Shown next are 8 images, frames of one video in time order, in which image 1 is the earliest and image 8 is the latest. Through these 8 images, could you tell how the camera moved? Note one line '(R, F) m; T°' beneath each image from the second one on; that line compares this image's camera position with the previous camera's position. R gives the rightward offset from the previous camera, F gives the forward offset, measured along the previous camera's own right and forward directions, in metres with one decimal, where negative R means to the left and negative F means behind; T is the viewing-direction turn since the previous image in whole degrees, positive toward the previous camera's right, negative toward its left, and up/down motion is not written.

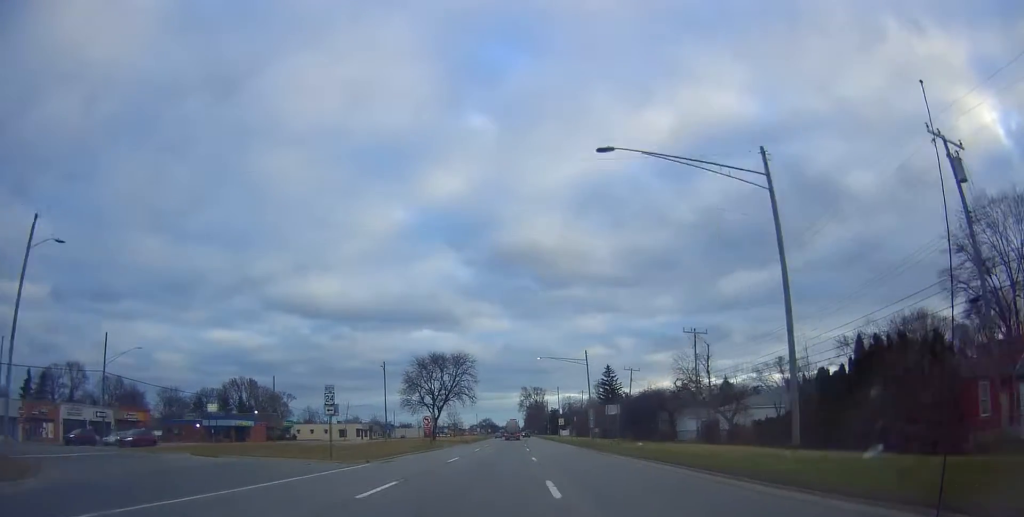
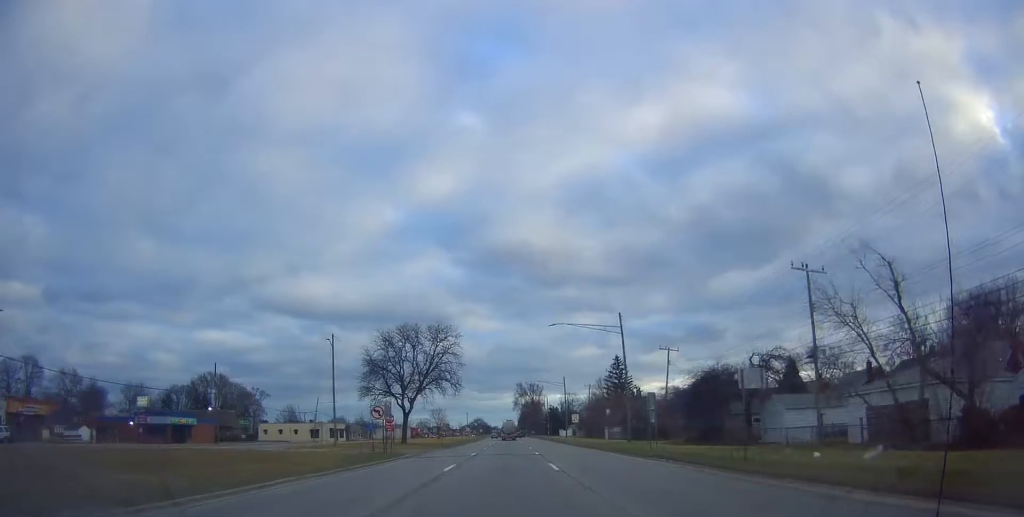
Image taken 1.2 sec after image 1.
(+0.9, +22.4) m; +2°
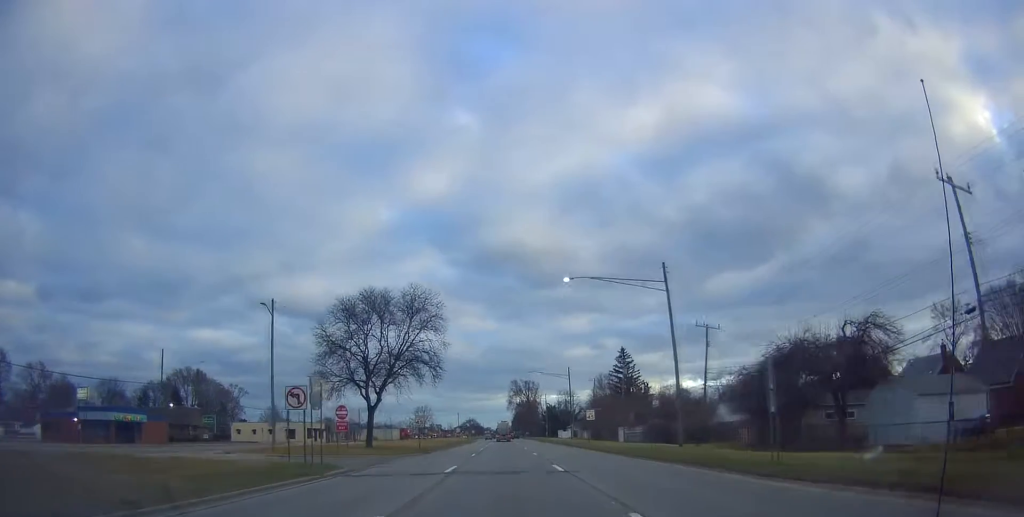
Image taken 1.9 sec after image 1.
(-0.2, +14.5) m; -1°
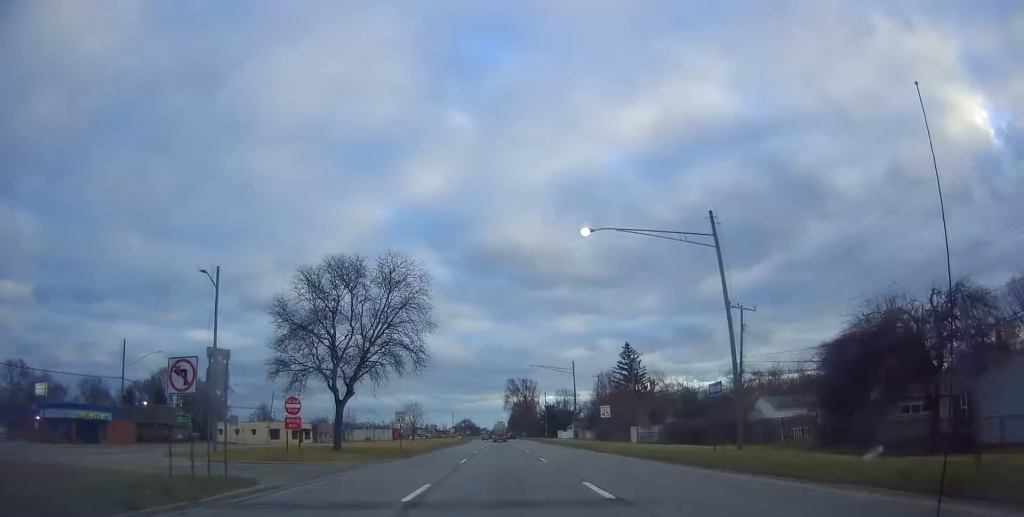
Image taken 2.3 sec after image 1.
(0.0, +8.7) m; 0°
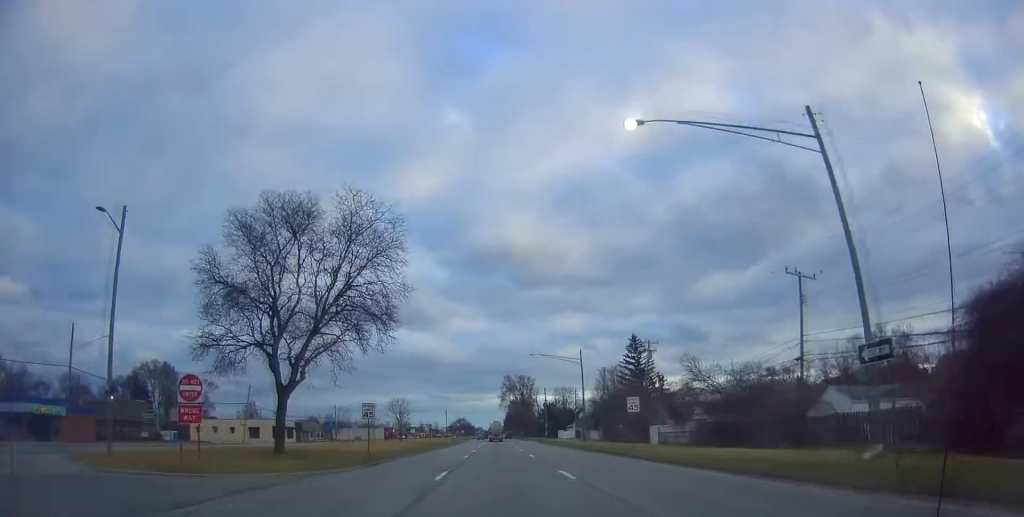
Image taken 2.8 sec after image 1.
(0.0, +10.3) m; +1°
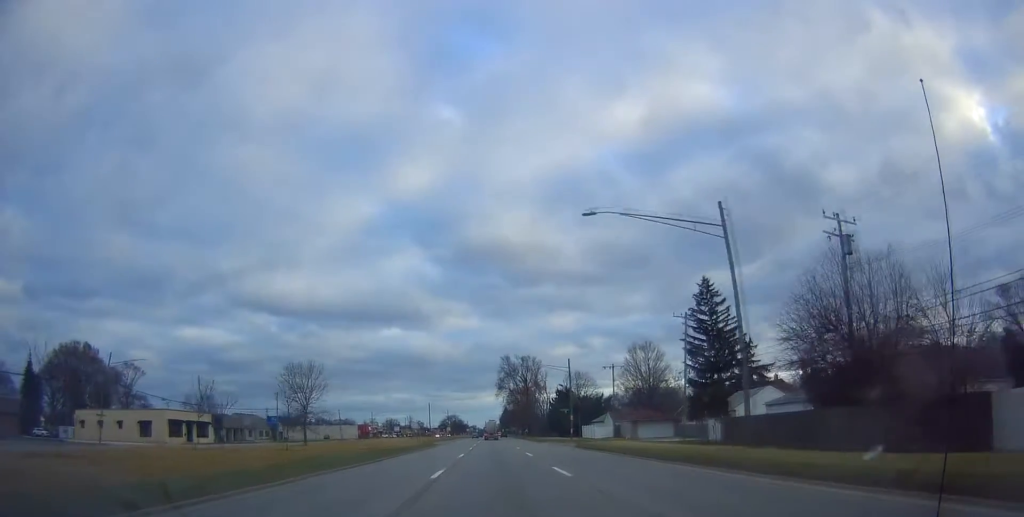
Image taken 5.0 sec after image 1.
(+1.2, +45.3) m; +2°
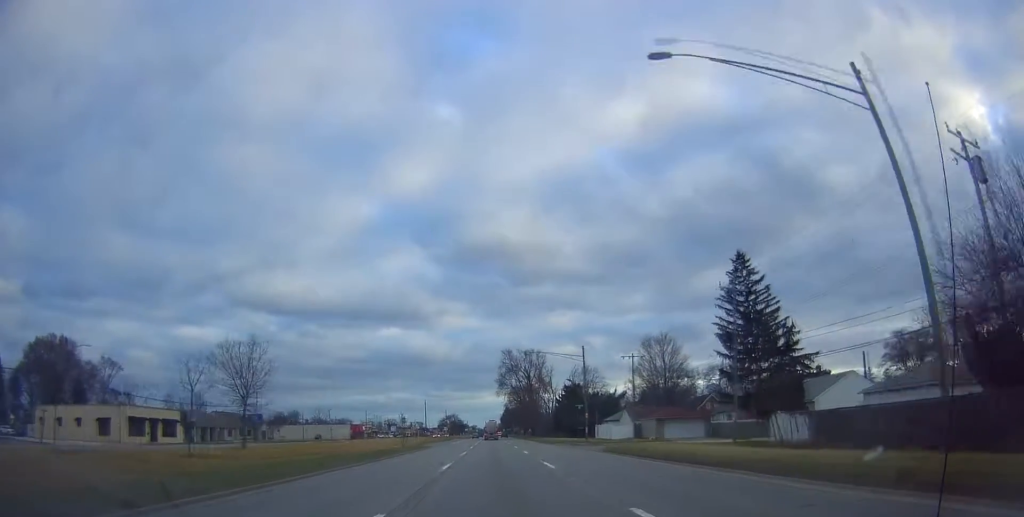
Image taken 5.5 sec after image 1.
(+0.1, +12.1) m; 0°
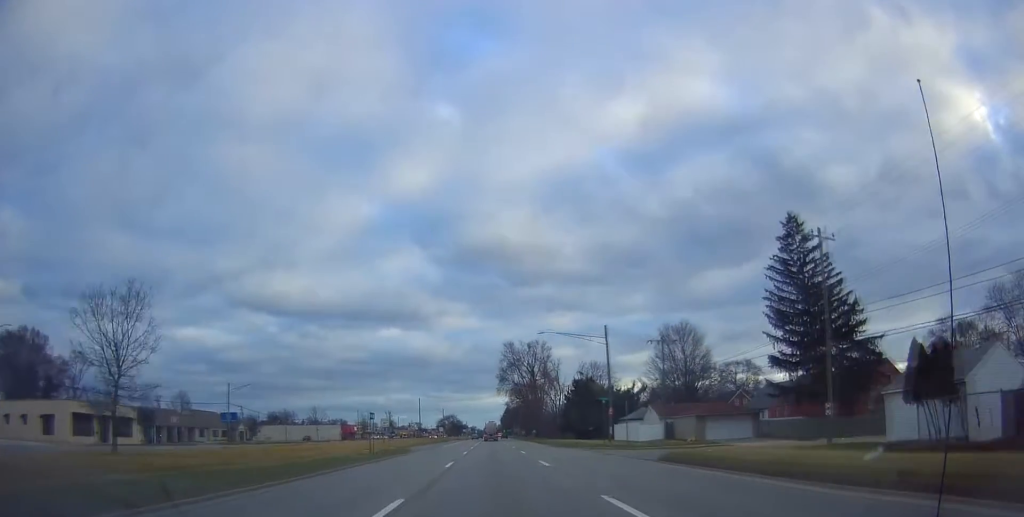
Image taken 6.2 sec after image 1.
(+0.2, +13.5) m; +1°
